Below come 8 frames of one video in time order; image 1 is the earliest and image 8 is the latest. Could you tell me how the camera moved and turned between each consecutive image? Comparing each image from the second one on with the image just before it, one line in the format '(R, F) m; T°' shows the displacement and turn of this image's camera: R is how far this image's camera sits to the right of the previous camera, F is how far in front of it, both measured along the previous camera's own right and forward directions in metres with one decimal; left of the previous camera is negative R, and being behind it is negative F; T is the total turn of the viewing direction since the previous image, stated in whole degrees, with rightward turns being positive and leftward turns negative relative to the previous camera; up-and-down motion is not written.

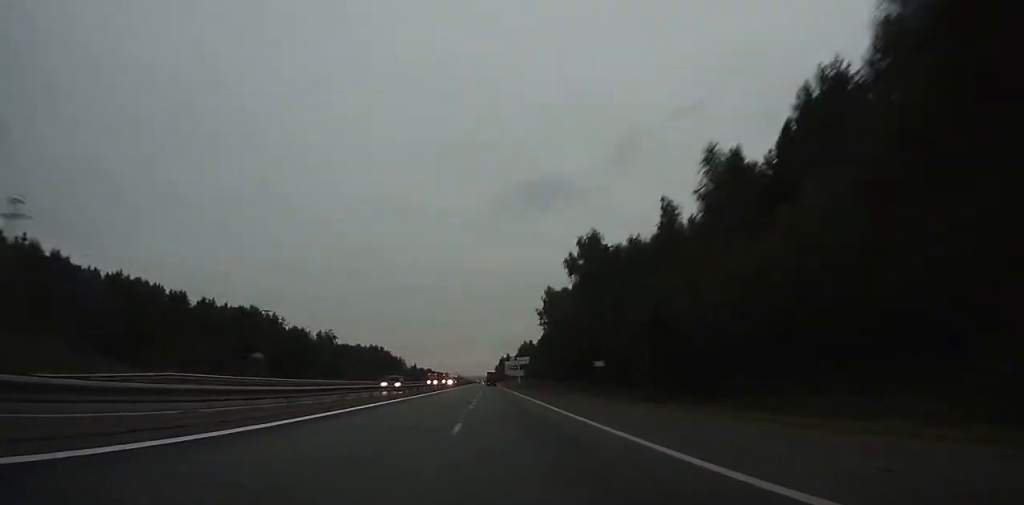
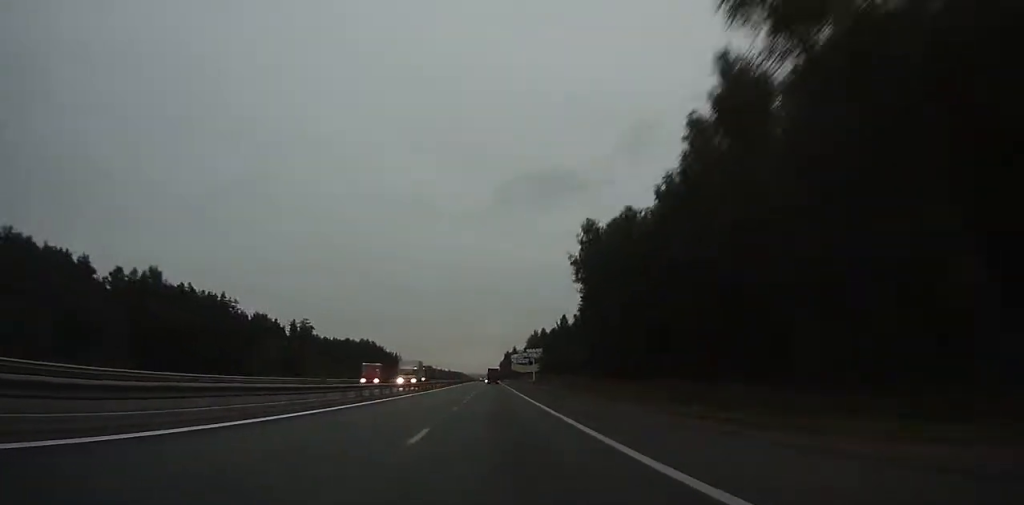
(+0.1, +50.7) m; 0°
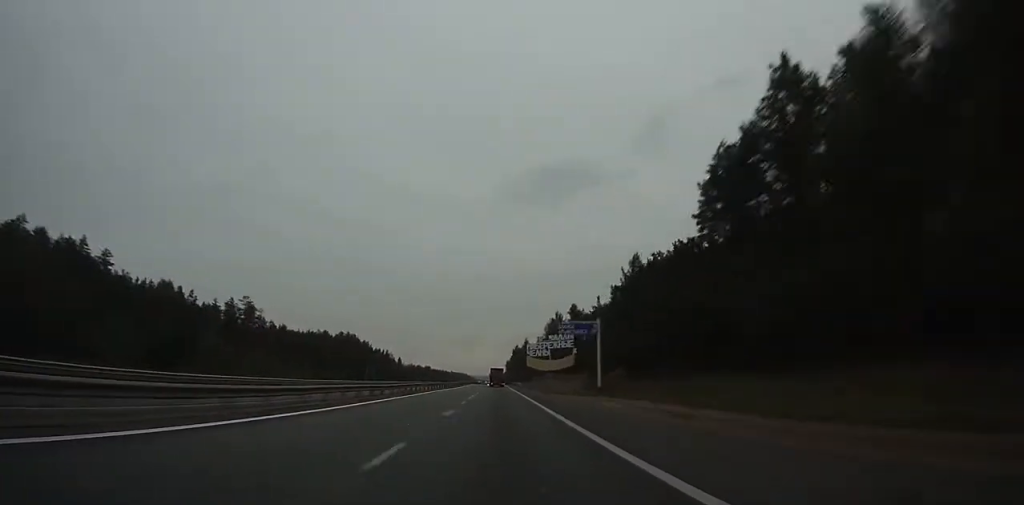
(-0.3, +74.6) m; 0°
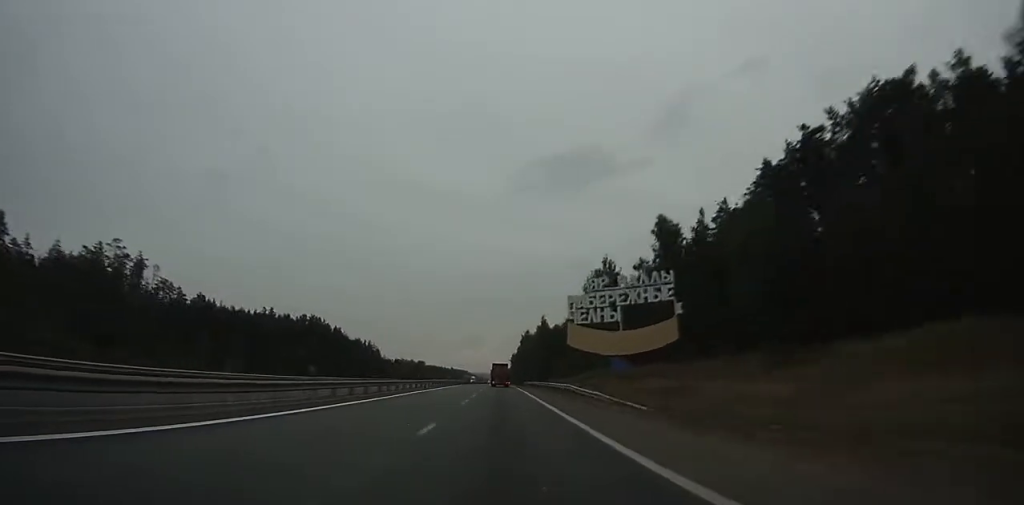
(-0.3, +80.3) m; 0°
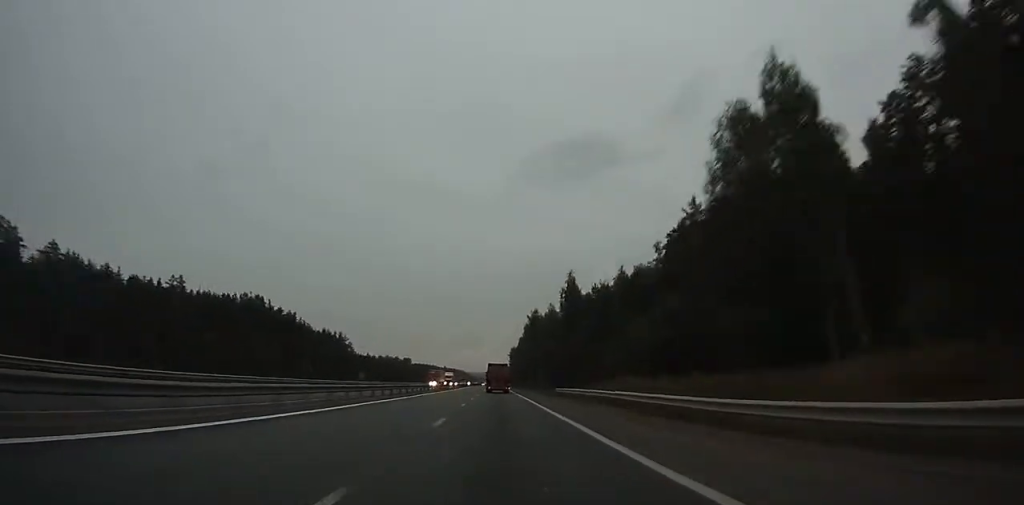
(0.0, +67.8) m; 0°
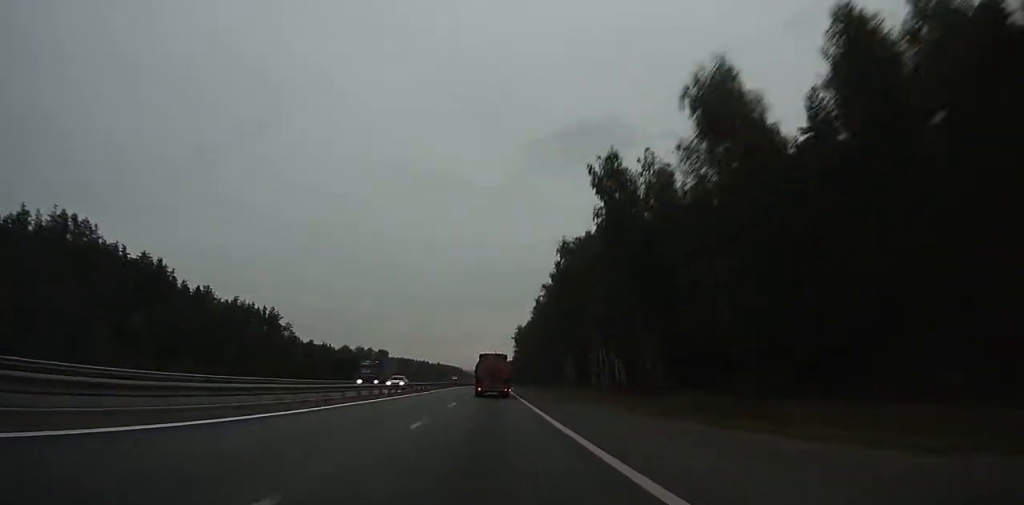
(+0.5, +109.1) m; 0°
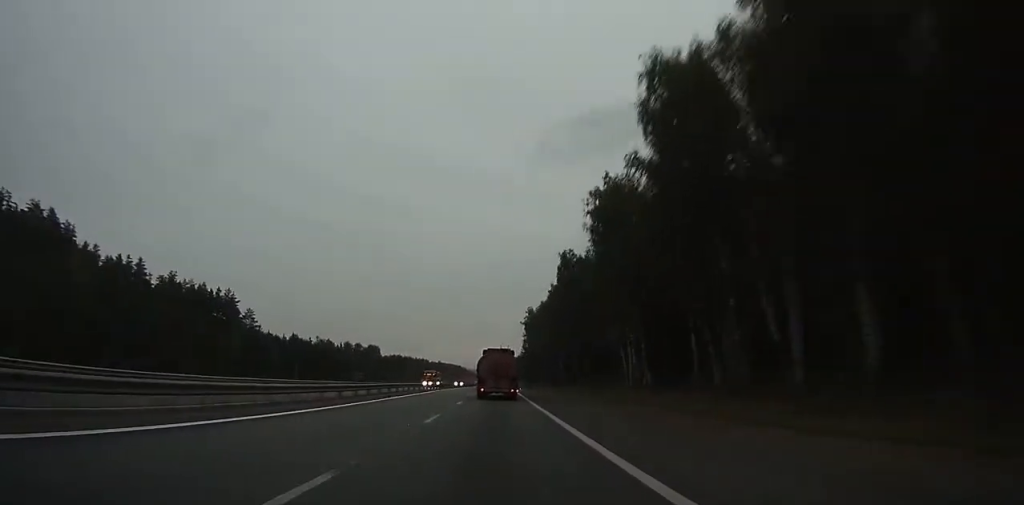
(-0.2, +46.7) m; 0°
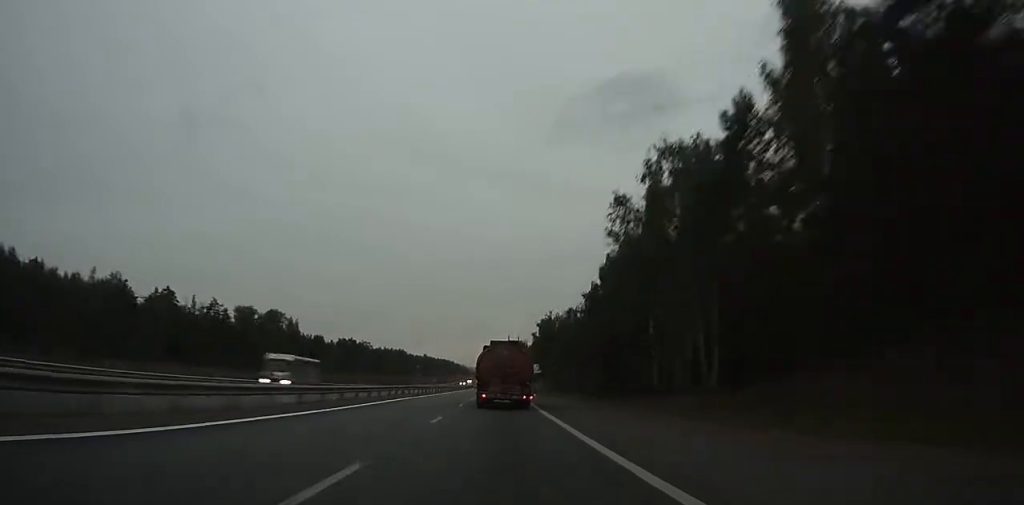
(-0.1, +168.0) m; 0°
